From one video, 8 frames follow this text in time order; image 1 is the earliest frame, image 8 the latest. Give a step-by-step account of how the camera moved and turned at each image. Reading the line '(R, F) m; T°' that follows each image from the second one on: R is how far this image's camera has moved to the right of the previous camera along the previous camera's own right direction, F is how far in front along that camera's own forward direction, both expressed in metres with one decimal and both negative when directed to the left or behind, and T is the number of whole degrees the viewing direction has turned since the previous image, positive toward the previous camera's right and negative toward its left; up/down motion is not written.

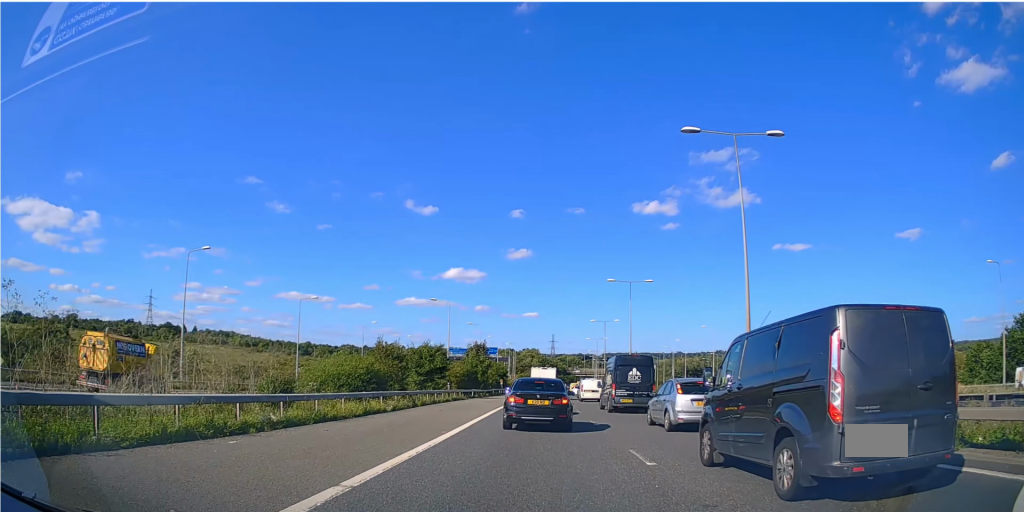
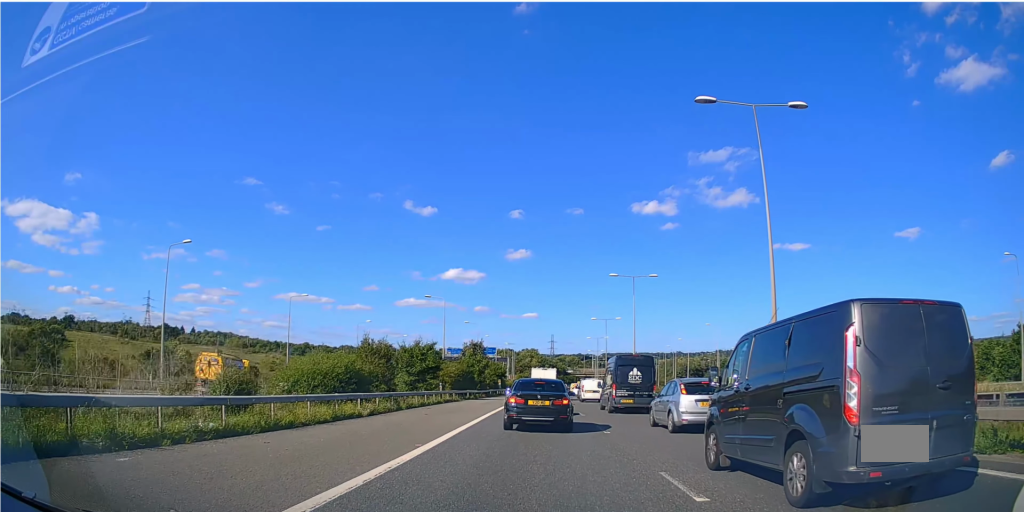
(-0.1, +2.9) m; +1°
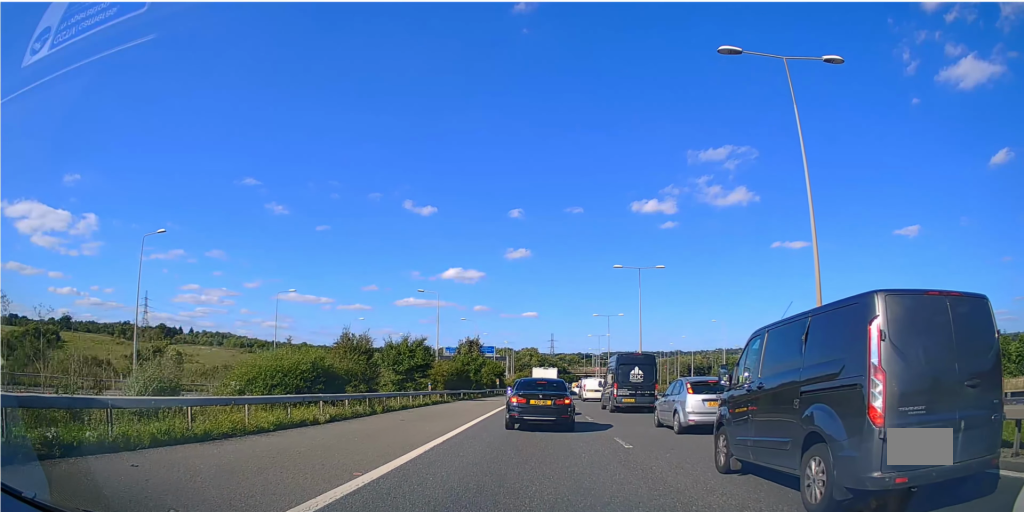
(+0.2, +3.7) m; +1°
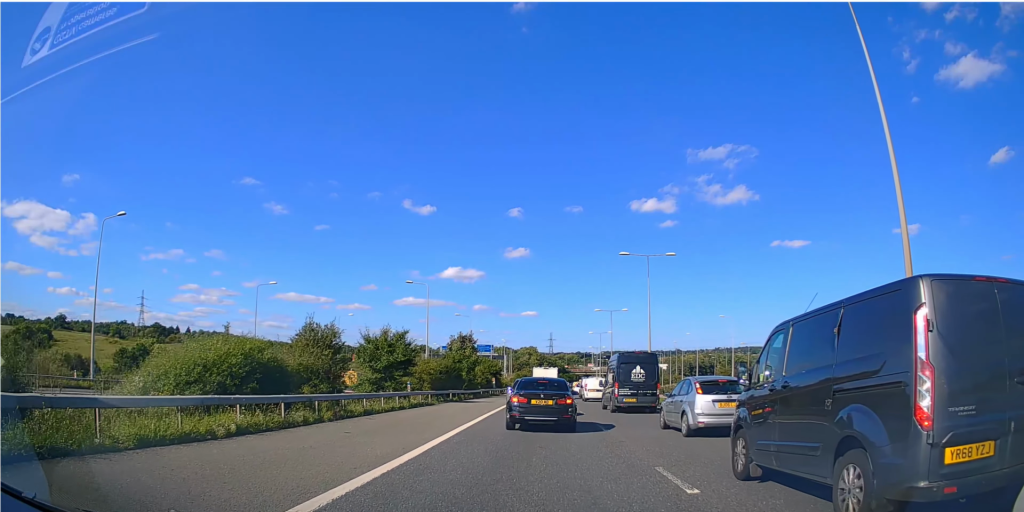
(-0.2, +5.1) m; -2°
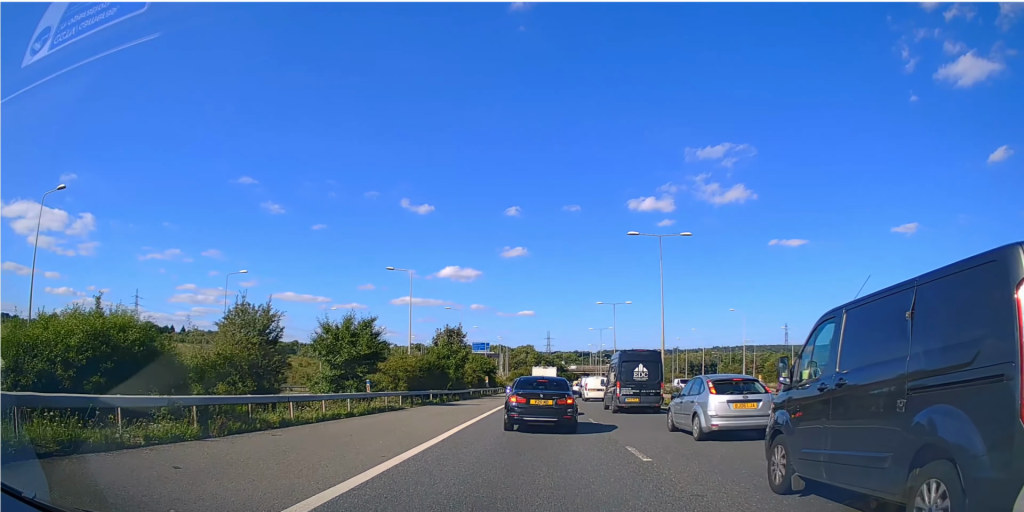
(+0.2, +6.4) m; +2°
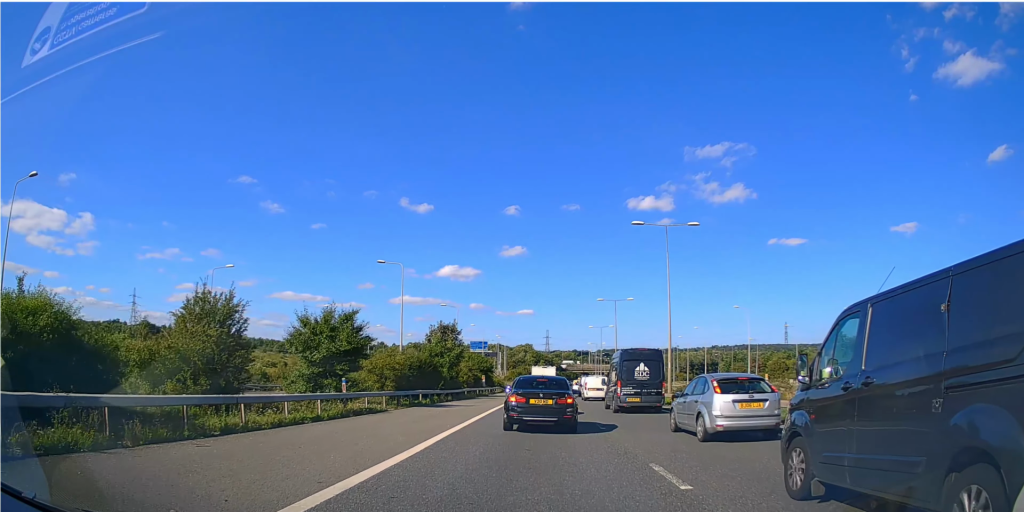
(+0.1, +2.6) m; 0°
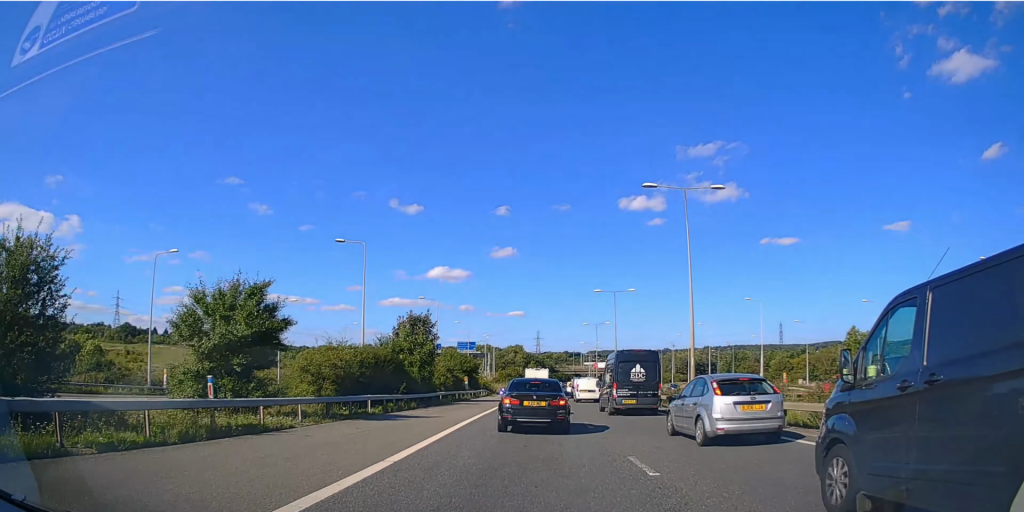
(-0.1, +6.2) m; +1°
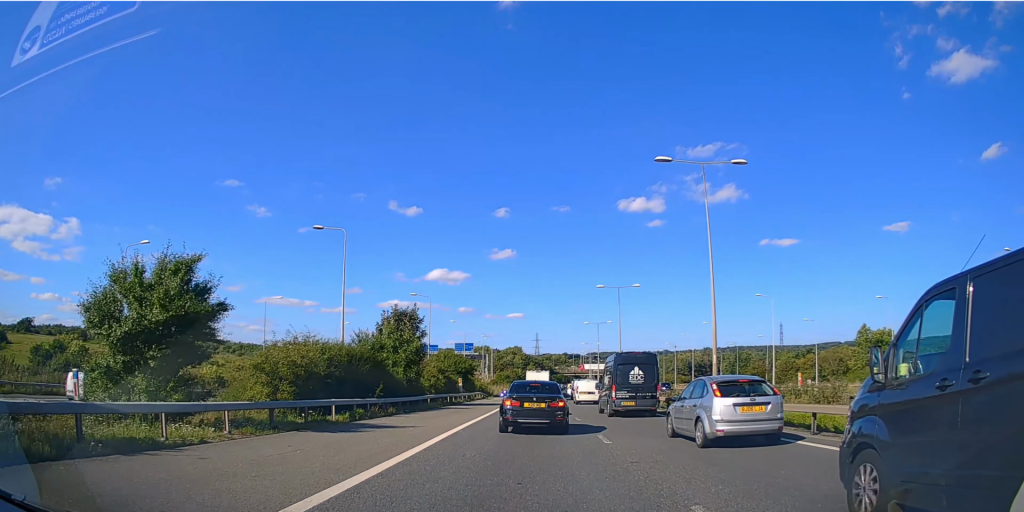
(+0.1, +4.4) m; +1°
